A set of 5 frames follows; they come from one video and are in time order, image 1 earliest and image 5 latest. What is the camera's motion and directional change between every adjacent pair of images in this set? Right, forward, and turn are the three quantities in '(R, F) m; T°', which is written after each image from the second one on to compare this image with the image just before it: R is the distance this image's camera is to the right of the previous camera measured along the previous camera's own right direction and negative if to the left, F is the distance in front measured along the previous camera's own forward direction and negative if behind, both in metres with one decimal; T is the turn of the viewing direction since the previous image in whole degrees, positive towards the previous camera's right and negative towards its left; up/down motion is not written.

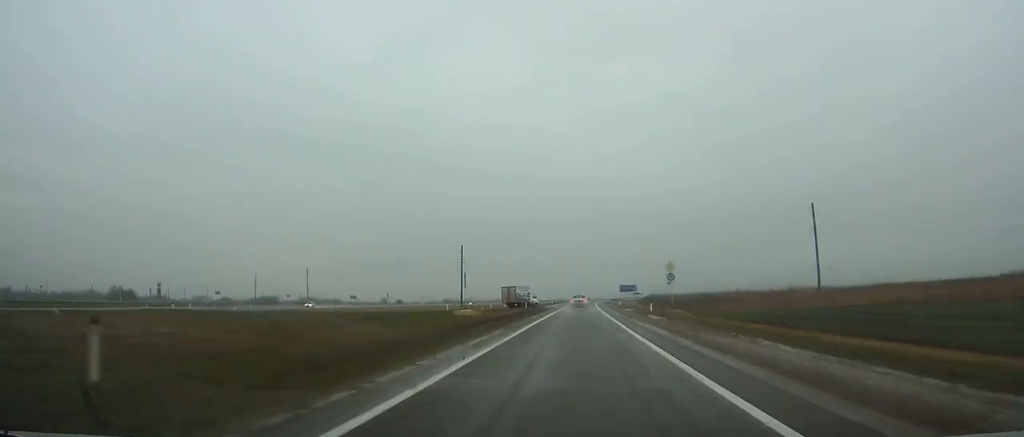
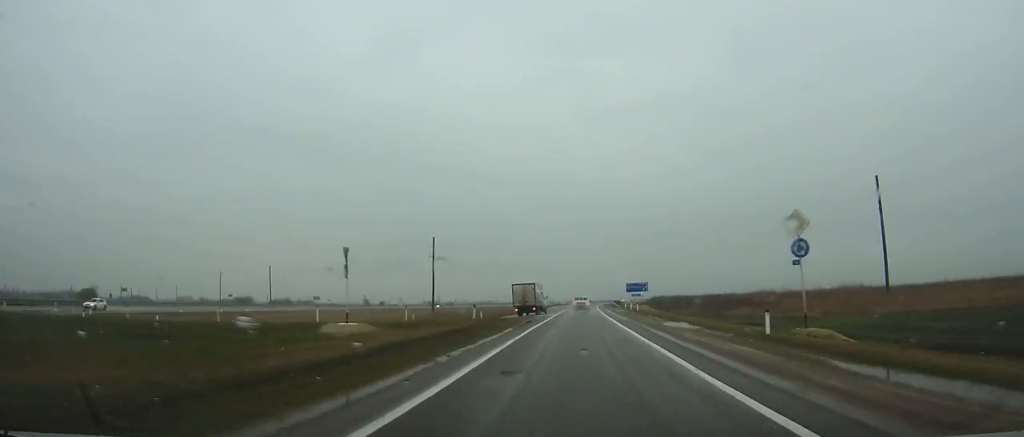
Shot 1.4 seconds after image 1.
(-0.2, +30.1) m; +1°
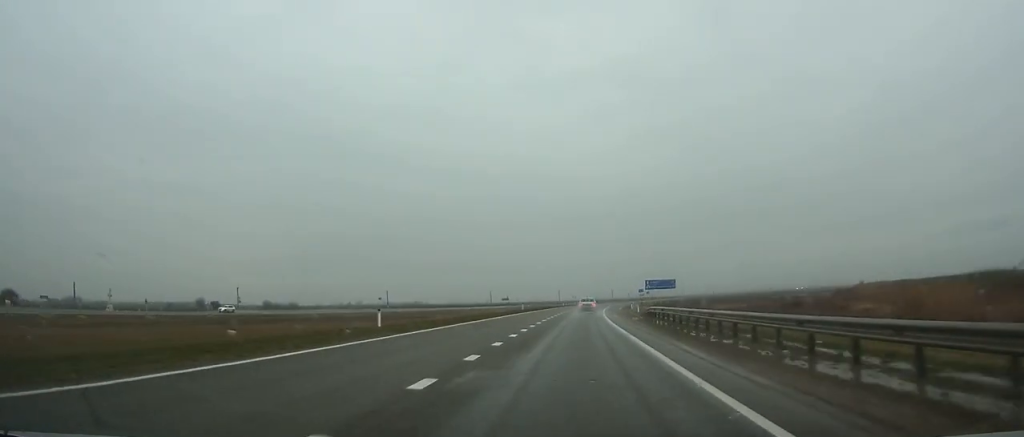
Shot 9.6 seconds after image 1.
(+9.4, +177.1) m; +6°
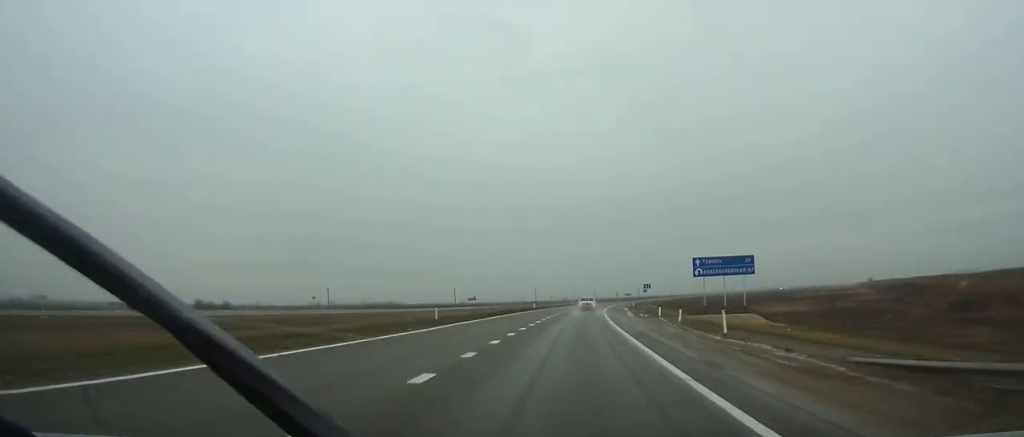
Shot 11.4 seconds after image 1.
(+0.5, +39.4) m; +2°
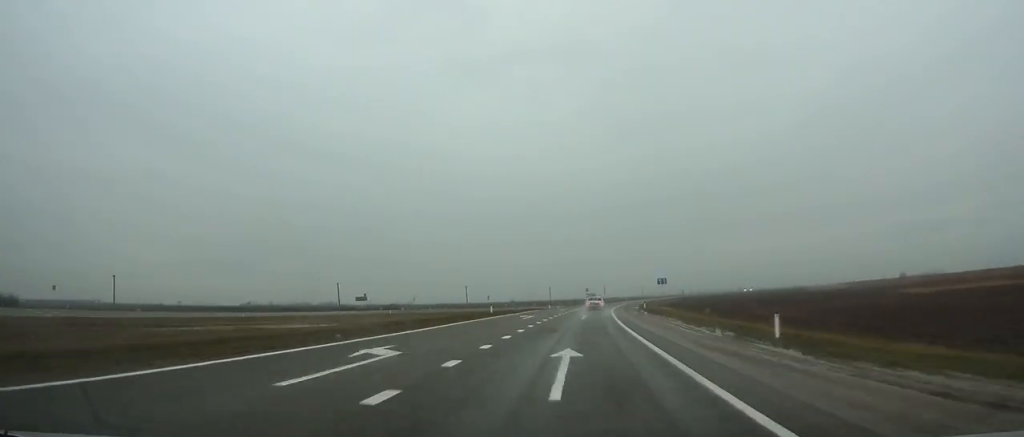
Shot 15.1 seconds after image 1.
(+3.5, +81.6) m; +5°
